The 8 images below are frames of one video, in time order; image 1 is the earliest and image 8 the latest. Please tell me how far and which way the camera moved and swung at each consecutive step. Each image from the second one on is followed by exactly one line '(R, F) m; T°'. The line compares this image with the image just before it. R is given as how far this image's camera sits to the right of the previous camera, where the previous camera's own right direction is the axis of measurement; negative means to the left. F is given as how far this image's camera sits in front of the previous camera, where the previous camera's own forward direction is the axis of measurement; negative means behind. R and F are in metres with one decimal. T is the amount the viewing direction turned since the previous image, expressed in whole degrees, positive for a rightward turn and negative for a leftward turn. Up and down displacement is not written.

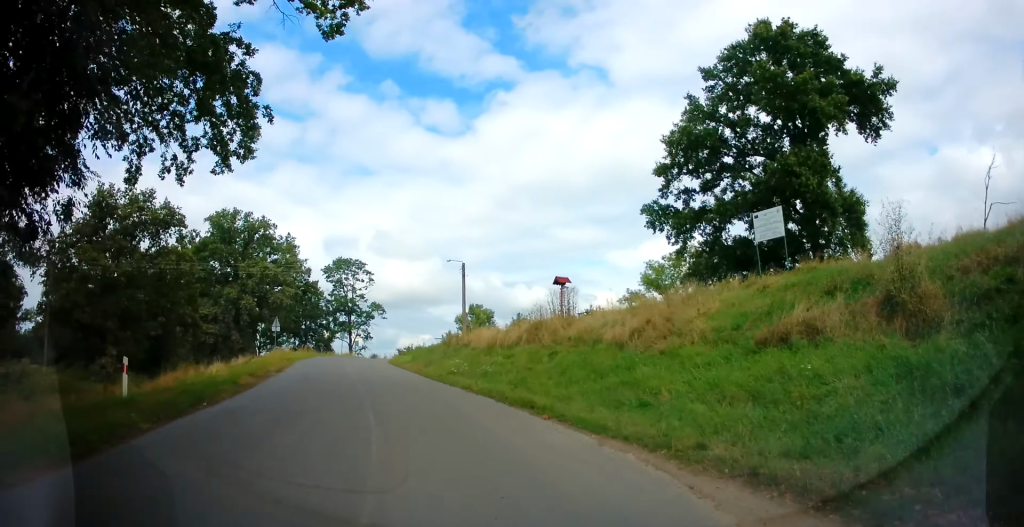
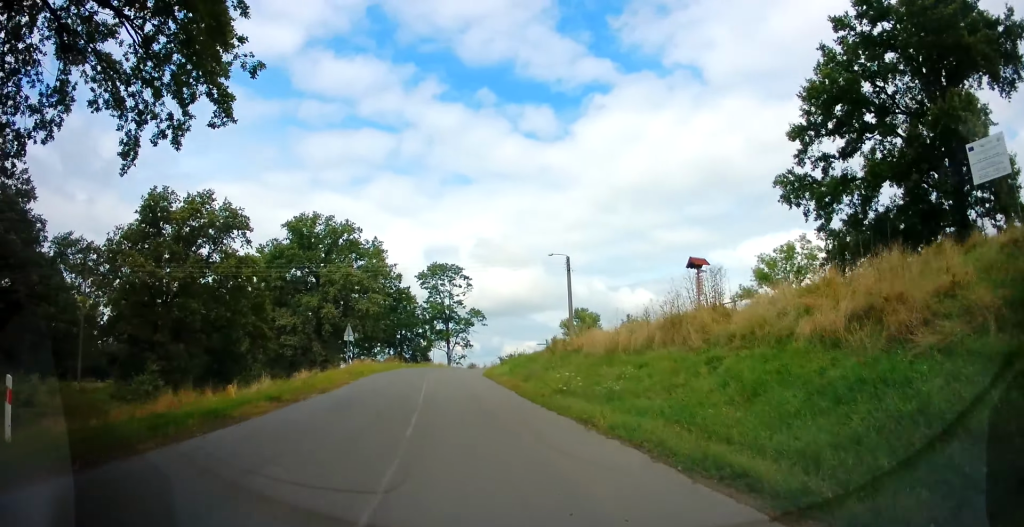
(-0.4, +6.0) m; -8°
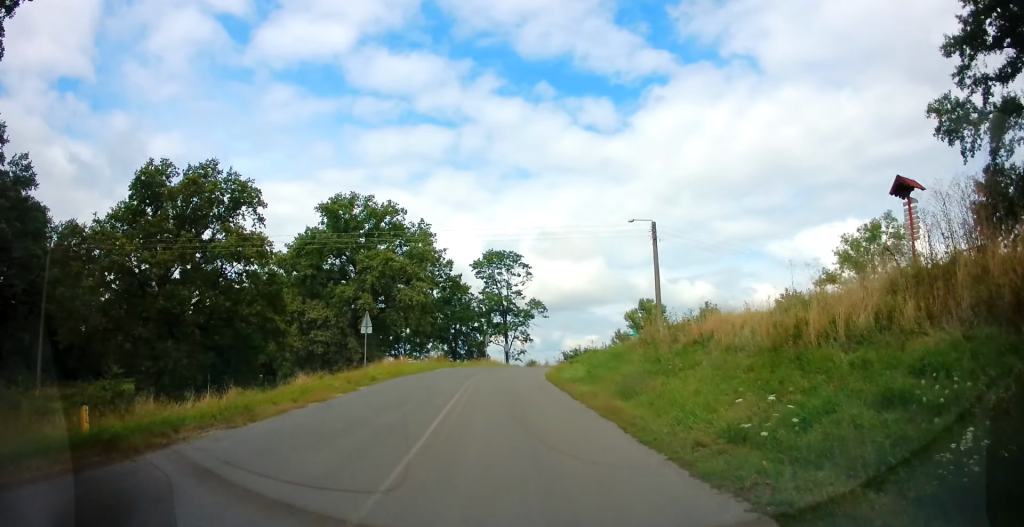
(-0.9, +8.9) m; -9°
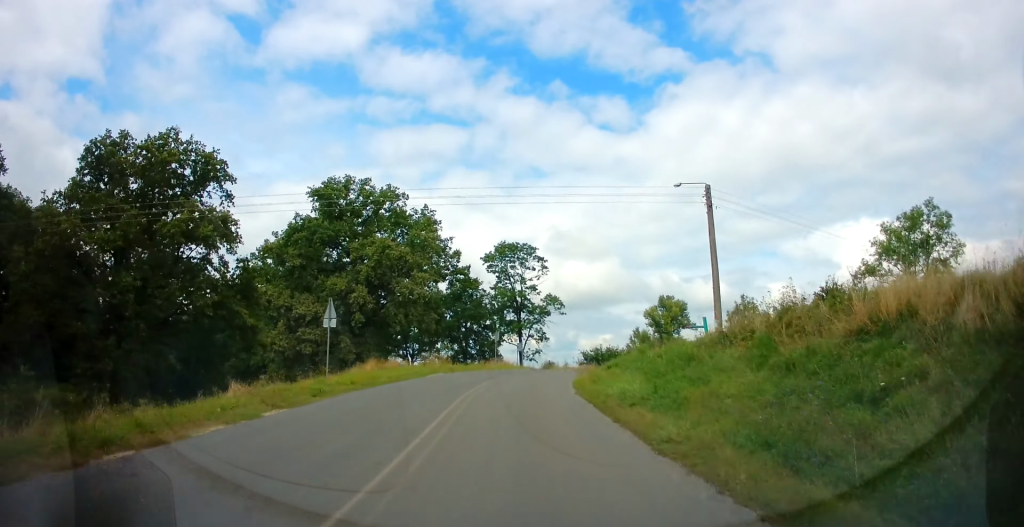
(-0.4, +7.3) m; -2°
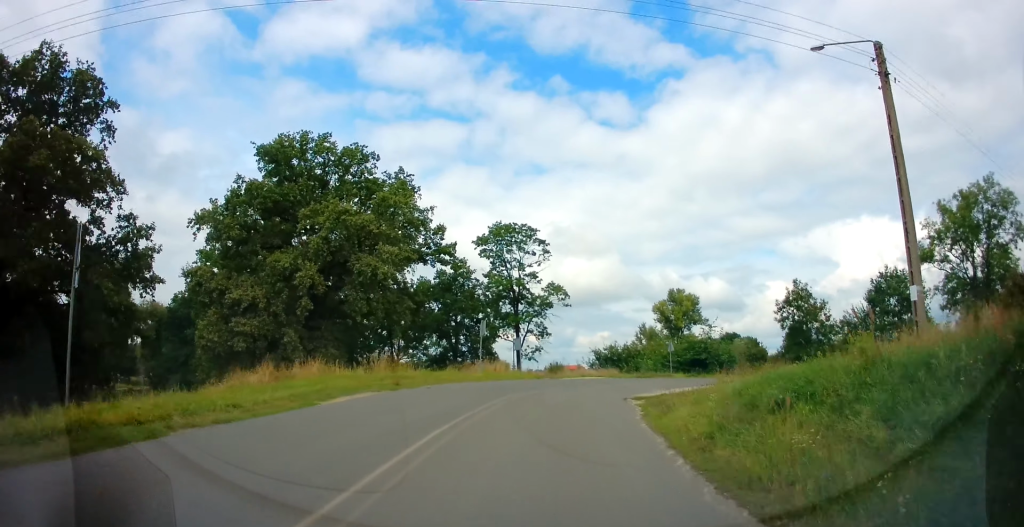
(-0.1, +13.0) m; 0°
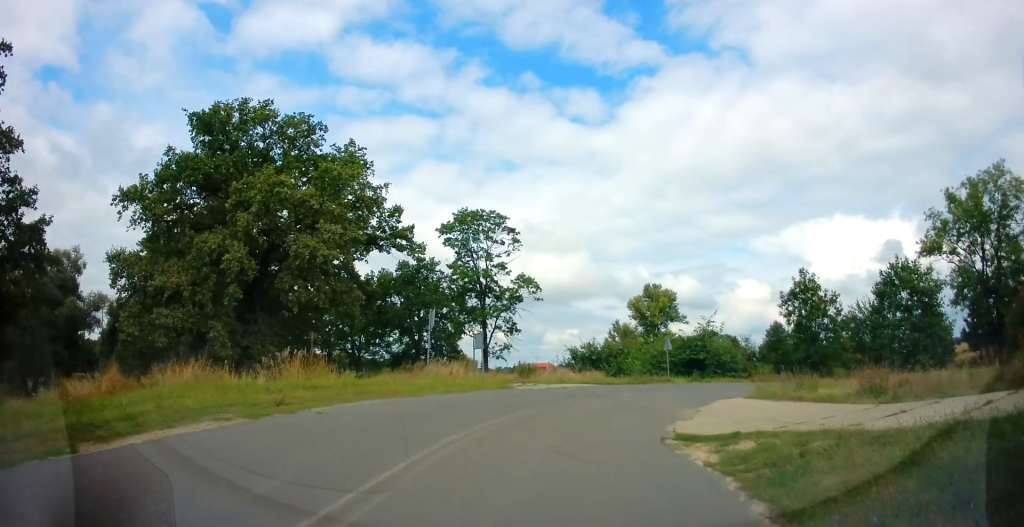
(0.0, +6.7) m; +4°
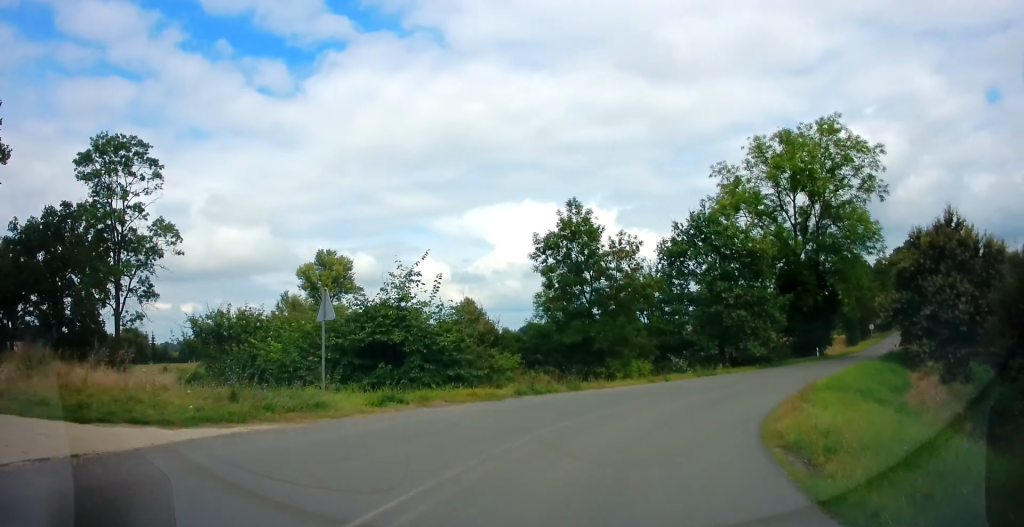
(+4.1, +18.0) m; +32°
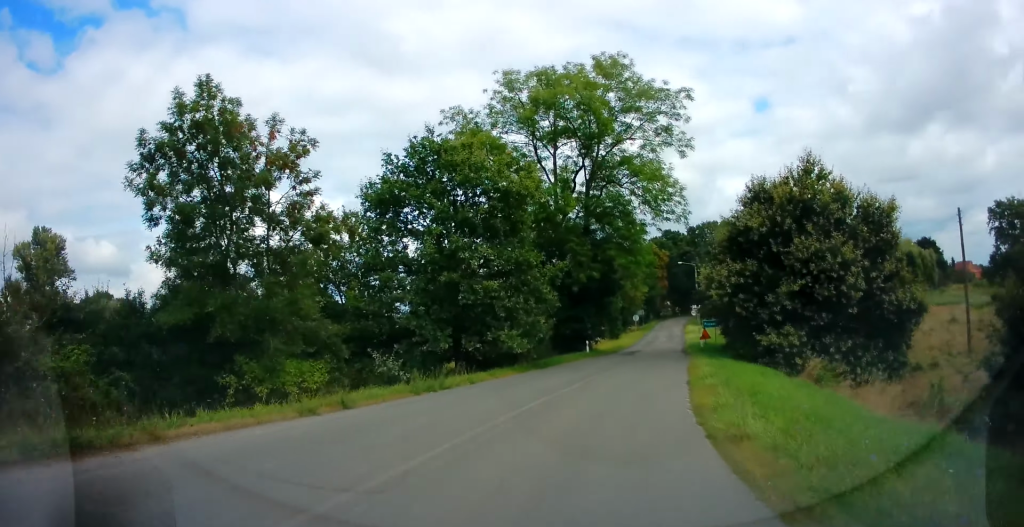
(+2.6, +11.6) m; +23°
